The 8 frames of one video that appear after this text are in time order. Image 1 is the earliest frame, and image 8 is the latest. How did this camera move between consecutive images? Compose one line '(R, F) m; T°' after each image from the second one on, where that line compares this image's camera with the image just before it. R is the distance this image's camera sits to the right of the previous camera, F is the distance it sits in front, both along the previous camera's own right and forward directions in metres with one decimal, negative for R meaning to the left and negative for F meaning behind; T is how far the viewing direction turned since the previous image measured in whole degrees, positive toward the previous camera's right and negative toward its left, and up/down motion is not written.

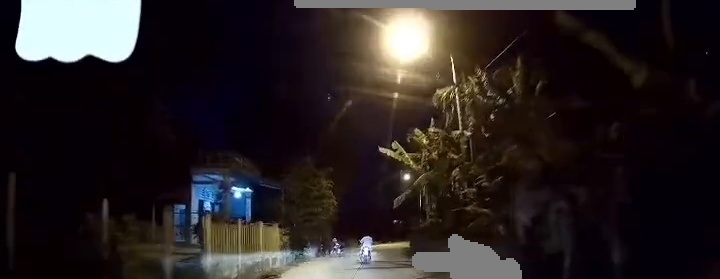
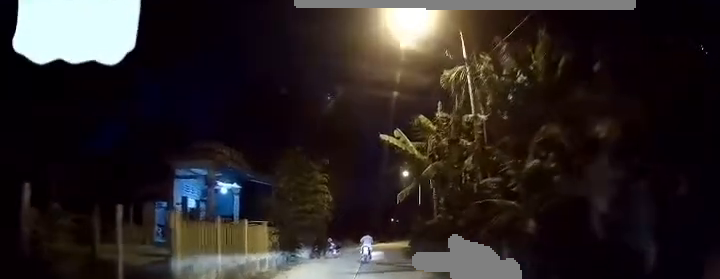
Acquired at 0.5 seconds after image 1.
(0.0, +2.1) m; 0°
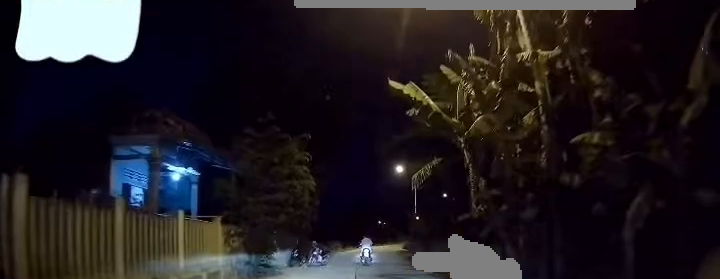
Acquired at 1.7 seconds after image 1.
(0.0, +5.0) m; 0°
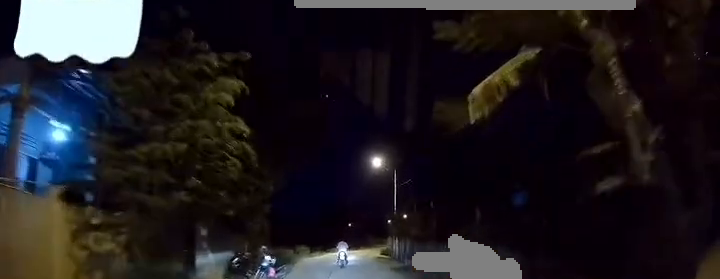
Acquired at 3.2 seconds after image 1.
(0.0, +6.3) m; 0°
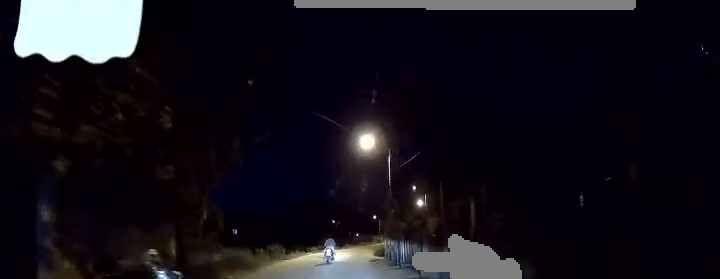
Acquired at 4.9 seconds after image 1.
(0.0, +7.1) m; 0°
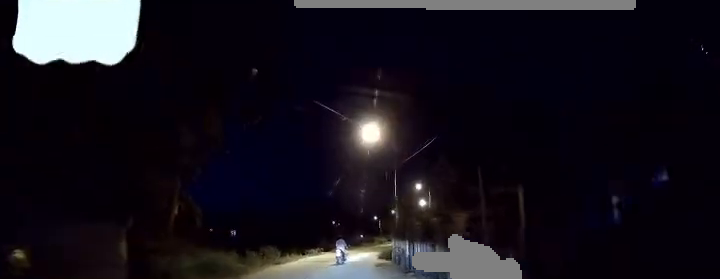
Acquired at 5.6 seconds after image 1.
(0.0, +3.0) m; 0°
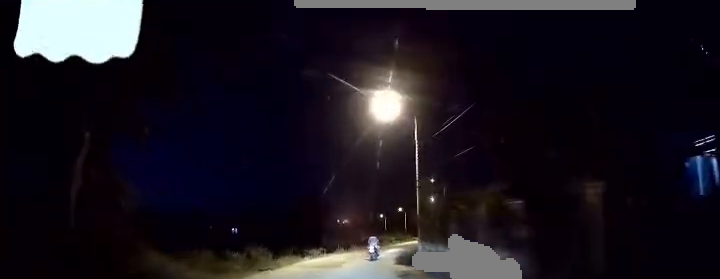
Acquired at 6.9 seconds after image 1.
(0.0, +5.9) m; 0°
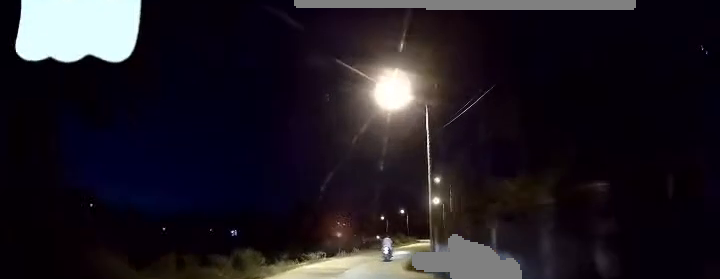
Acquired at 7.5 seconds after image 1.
(0.0, +2.6) m; 0°
